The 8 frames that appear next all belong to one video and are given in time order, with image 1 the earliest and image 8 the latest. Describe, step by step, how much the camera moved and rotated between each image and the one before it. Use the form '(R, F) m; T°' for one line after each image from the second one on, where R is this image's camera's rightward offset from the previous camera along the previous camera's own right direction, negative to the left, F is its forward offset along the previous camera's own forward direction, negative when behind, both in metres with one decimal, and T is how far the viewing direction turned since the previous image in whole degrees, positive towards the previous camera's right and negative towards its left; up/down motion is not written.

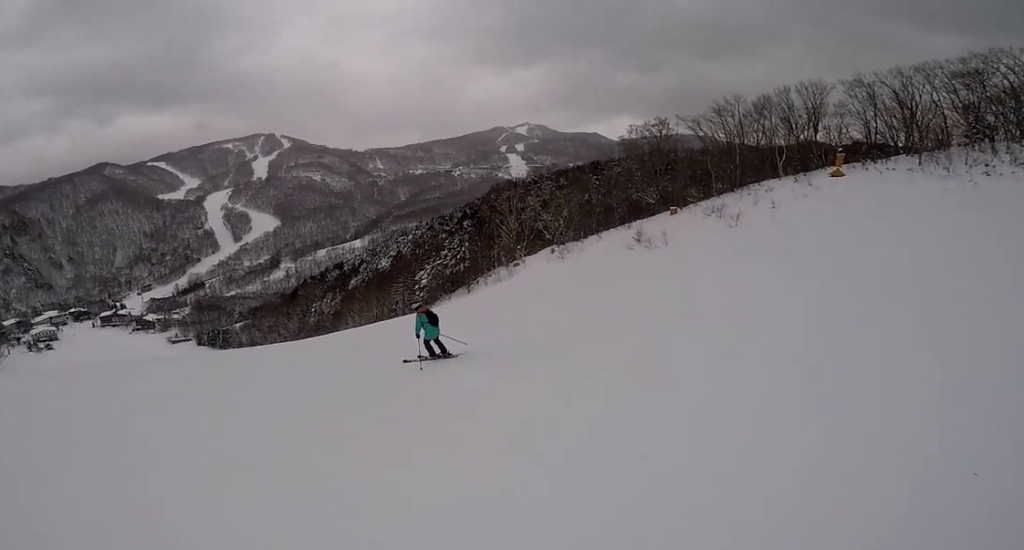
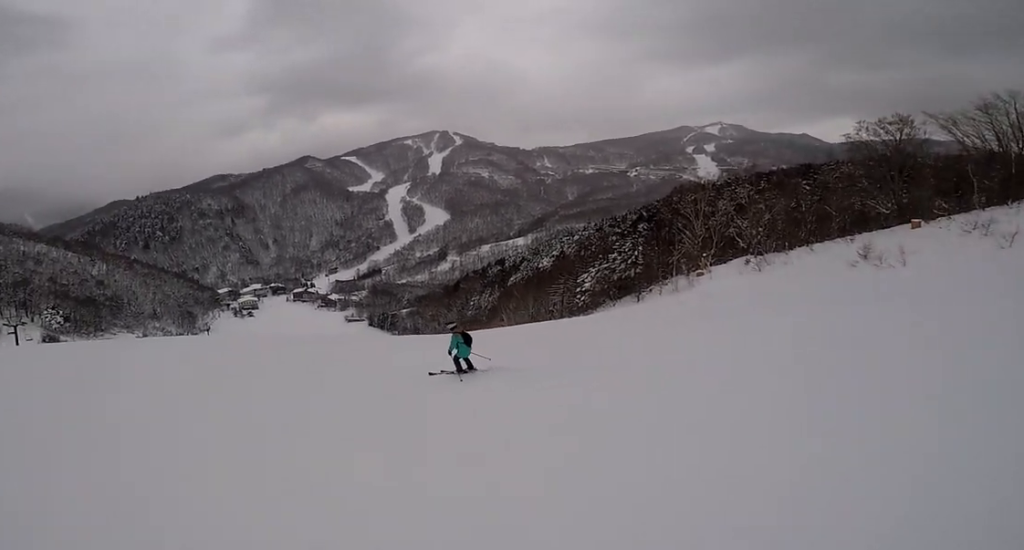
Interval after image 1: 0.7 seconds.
(-0.9, +2.5) m; -24°
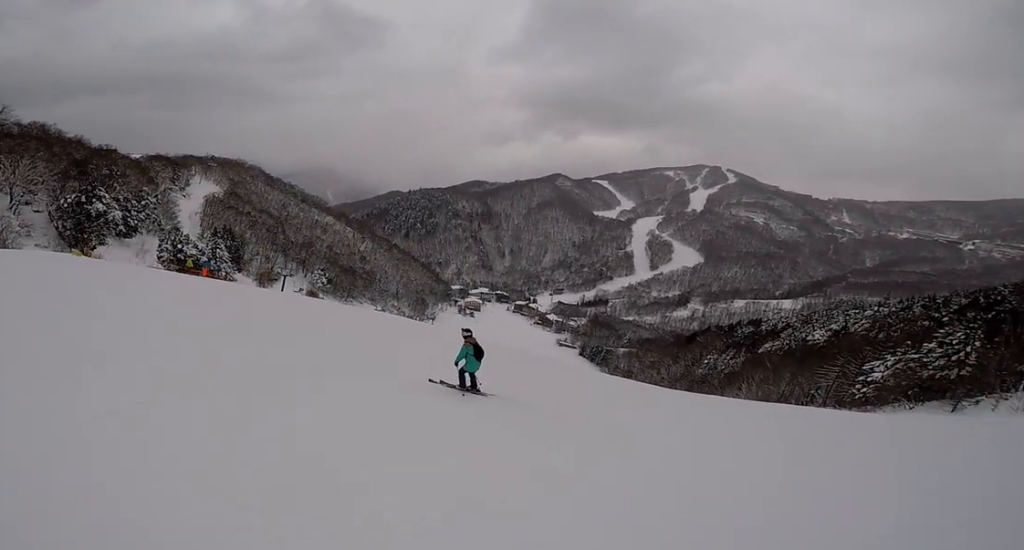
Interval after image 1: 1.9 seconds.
(-0.5, +4.6) m; -14°
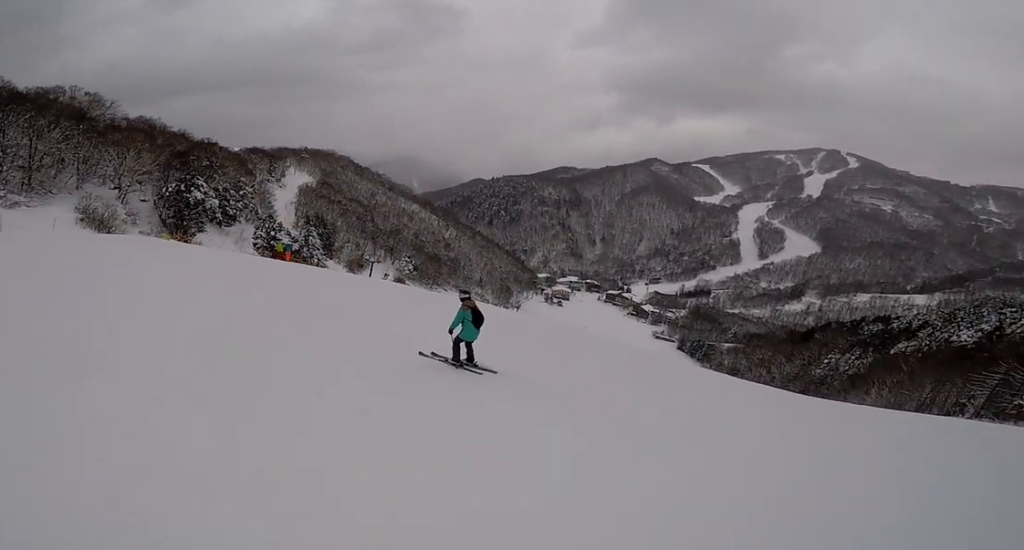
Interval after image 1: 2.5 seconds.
(-0.1, +3.0) m; -9°
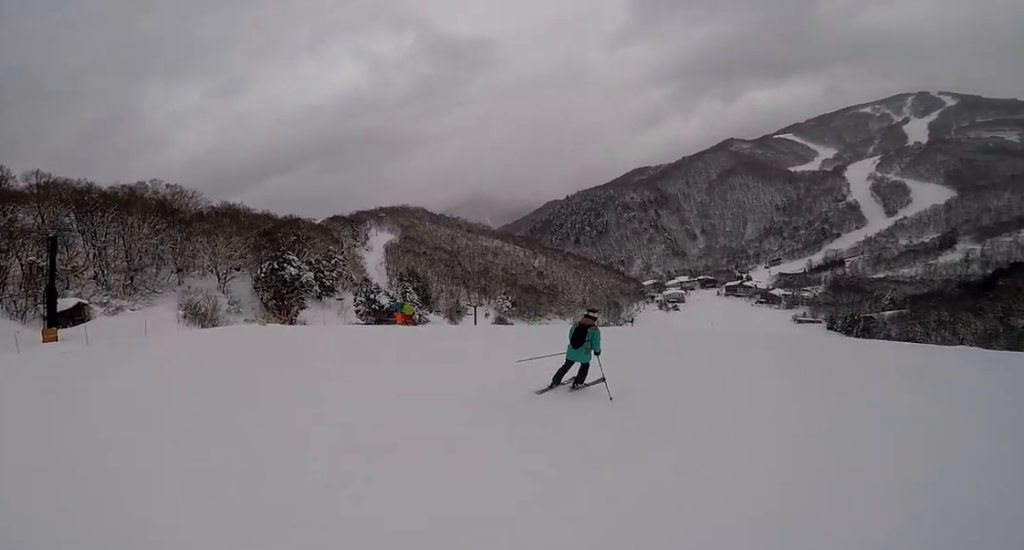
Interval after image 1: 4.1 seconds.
(-1.0, +7.5) m; 0°
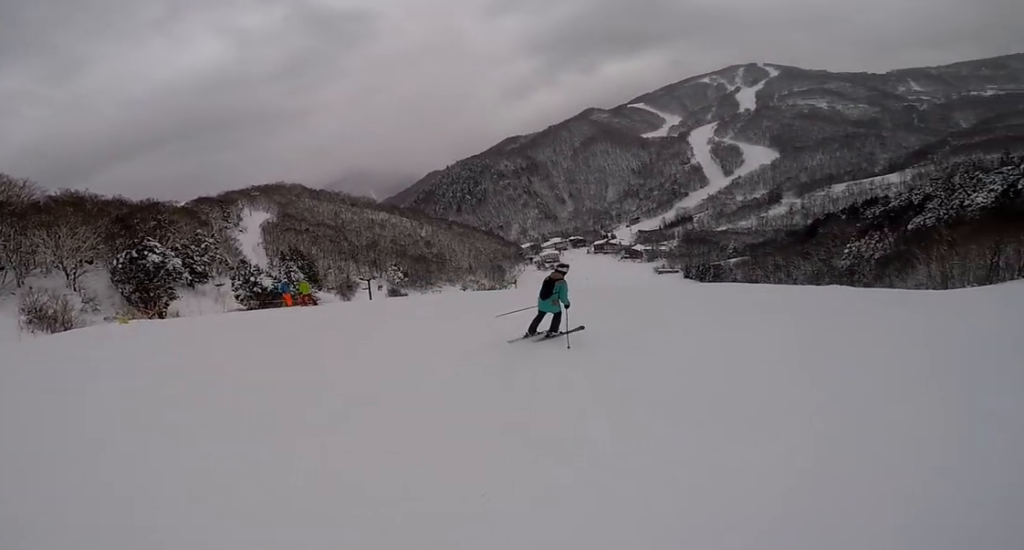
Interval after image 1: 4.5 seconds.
(-0.1, +1.9) m; +9°
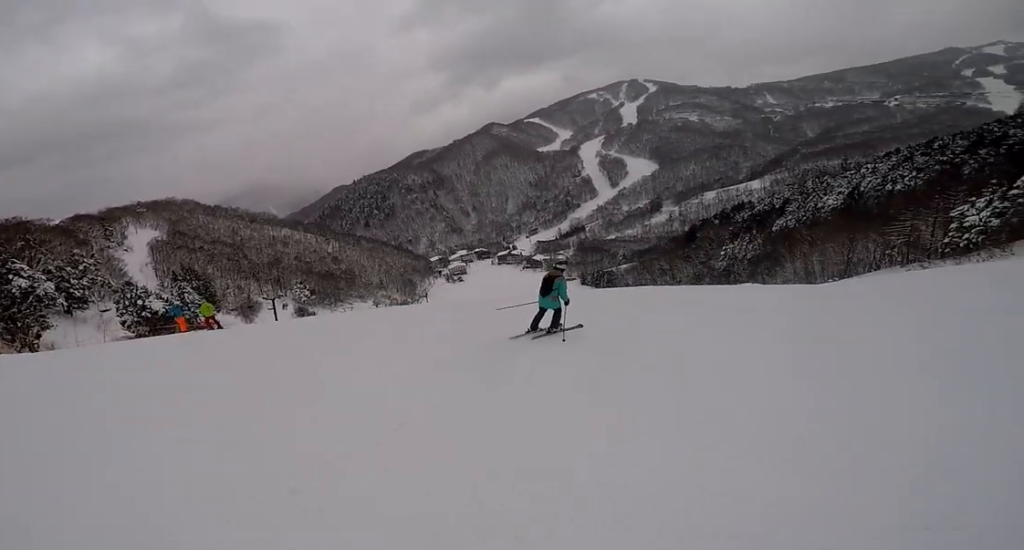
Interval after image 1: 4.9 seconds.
(+0.3, +1.5) m; +17°
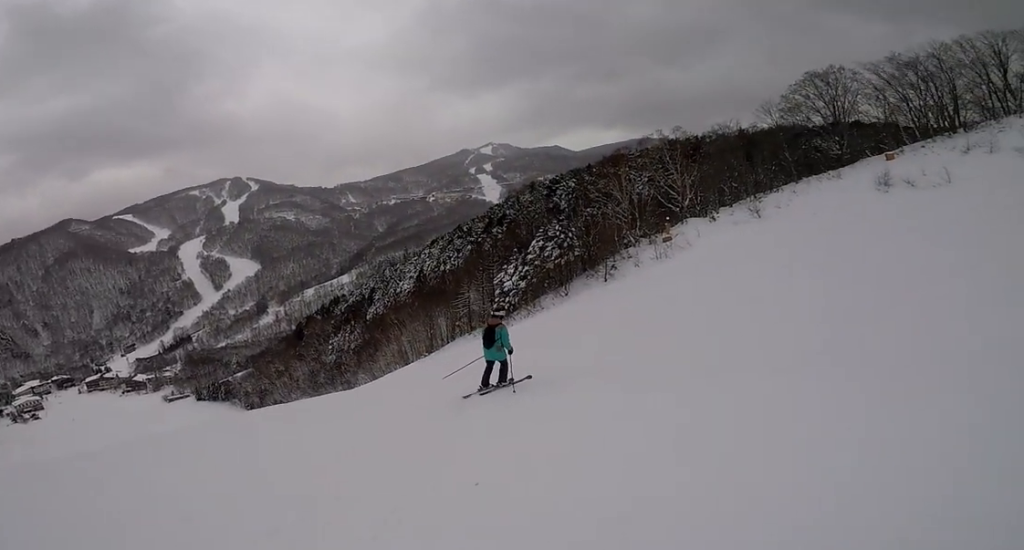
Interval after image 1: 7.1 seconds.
(+5.6, +6.0) m; +78°
